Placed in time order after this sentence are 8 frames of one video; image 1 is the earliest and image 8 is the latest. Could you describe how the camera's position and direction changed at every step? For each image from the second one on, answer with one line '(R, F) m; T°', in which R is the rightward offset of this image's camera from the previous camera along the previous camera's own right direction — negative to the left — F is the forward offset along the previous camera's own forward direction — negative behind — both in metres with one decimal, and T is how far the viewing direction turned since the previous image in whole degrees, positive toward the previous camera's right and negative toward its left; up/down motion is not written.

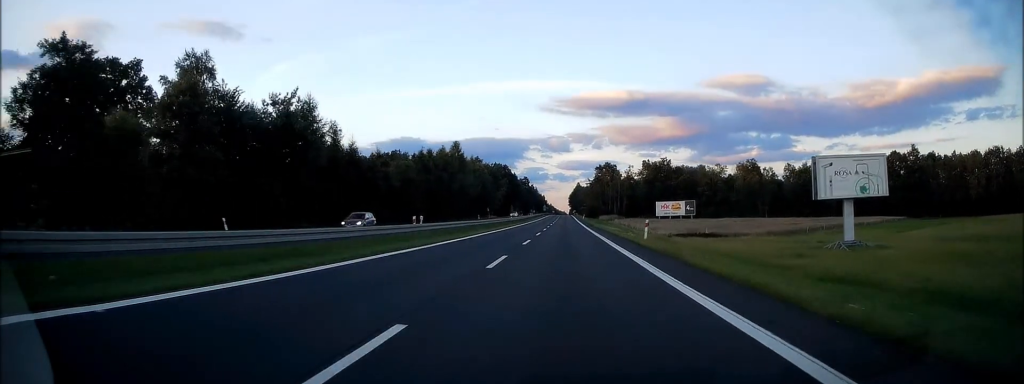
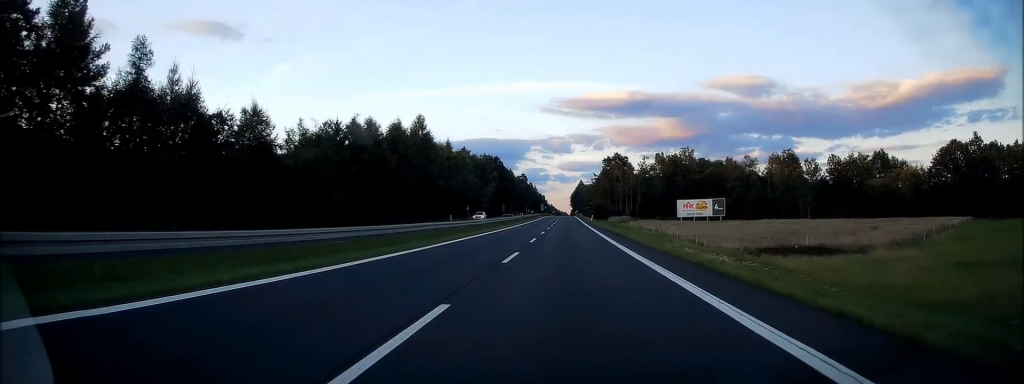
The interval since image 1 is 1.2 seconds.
(+0.1, +34.4) m; 0°
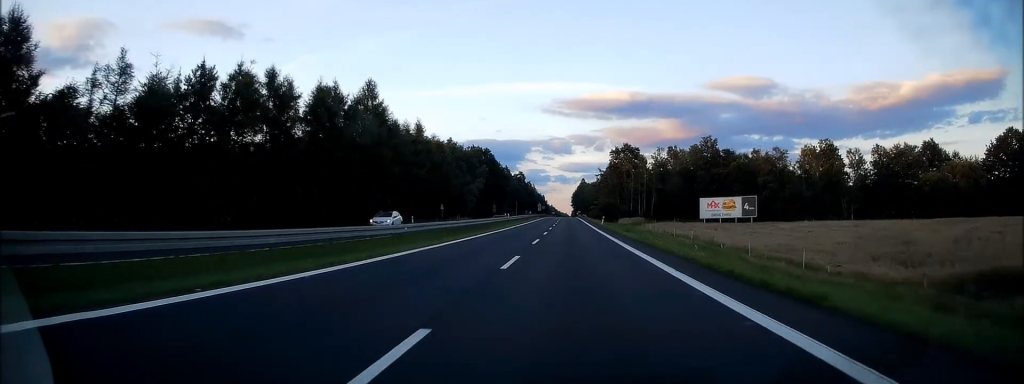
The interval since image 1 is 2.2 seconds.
(0.0, +25.9) m; 0°
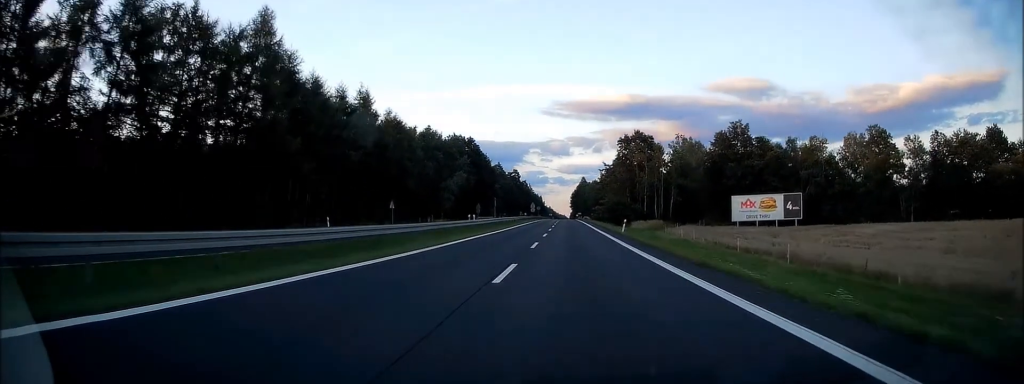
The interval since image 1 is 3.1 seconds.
(0.0, +26.8) m; 0°
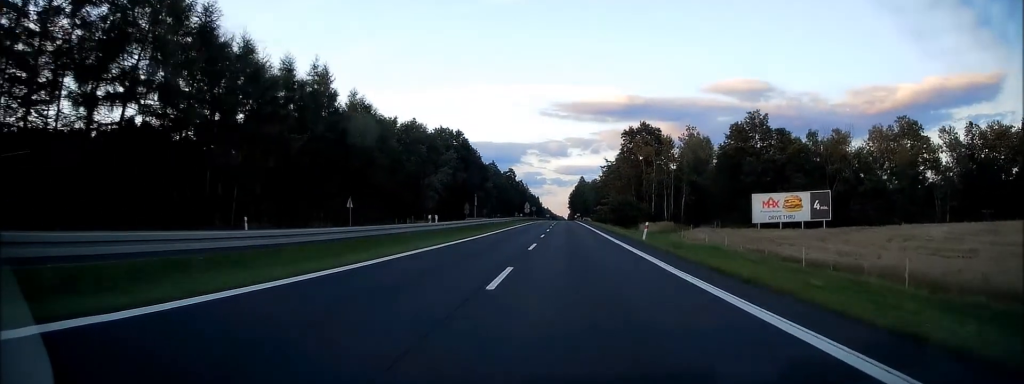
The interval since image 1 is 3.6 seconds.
(0.0, +12.9) m; 0°
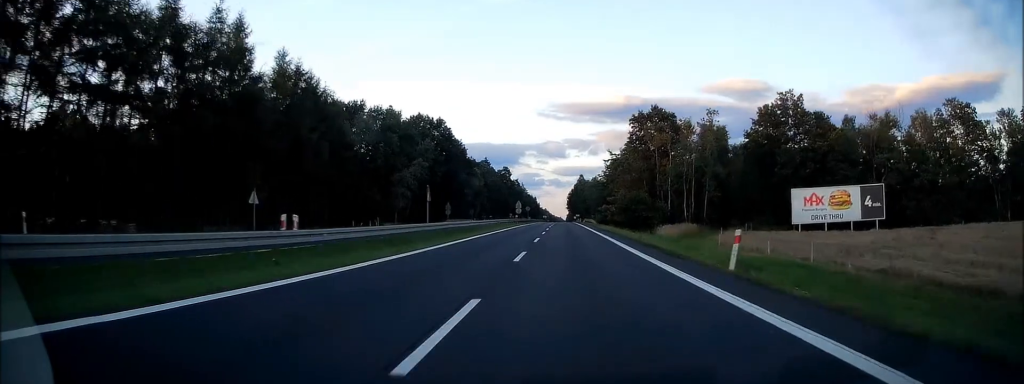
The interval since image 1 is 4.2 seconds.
(-0.1, +17.5) m; +1°
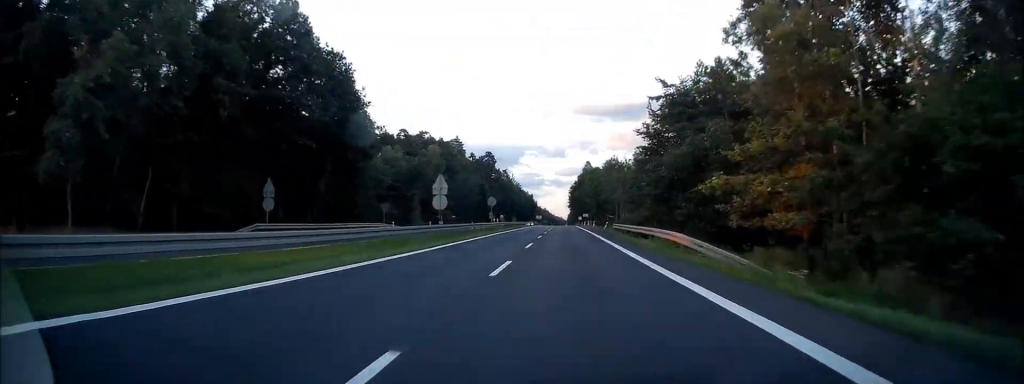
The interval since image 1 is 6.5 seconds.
(+0.1, +63.4) m; -1°
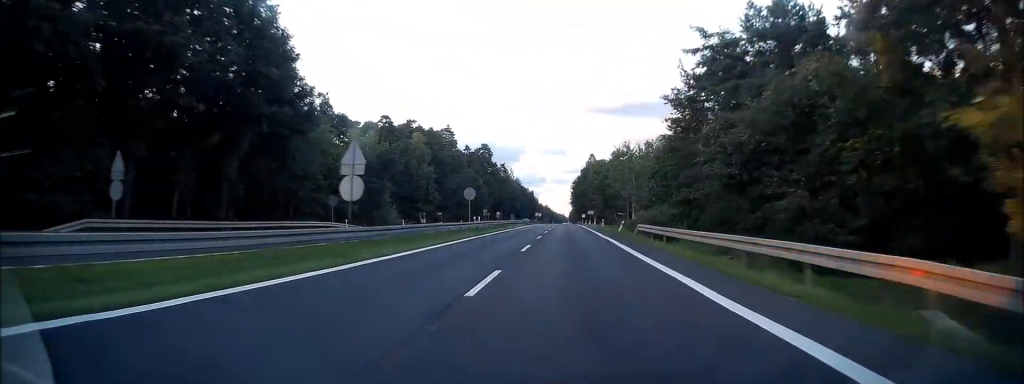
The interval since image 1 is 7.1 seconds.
(0.0, +14.7) m; 0°
